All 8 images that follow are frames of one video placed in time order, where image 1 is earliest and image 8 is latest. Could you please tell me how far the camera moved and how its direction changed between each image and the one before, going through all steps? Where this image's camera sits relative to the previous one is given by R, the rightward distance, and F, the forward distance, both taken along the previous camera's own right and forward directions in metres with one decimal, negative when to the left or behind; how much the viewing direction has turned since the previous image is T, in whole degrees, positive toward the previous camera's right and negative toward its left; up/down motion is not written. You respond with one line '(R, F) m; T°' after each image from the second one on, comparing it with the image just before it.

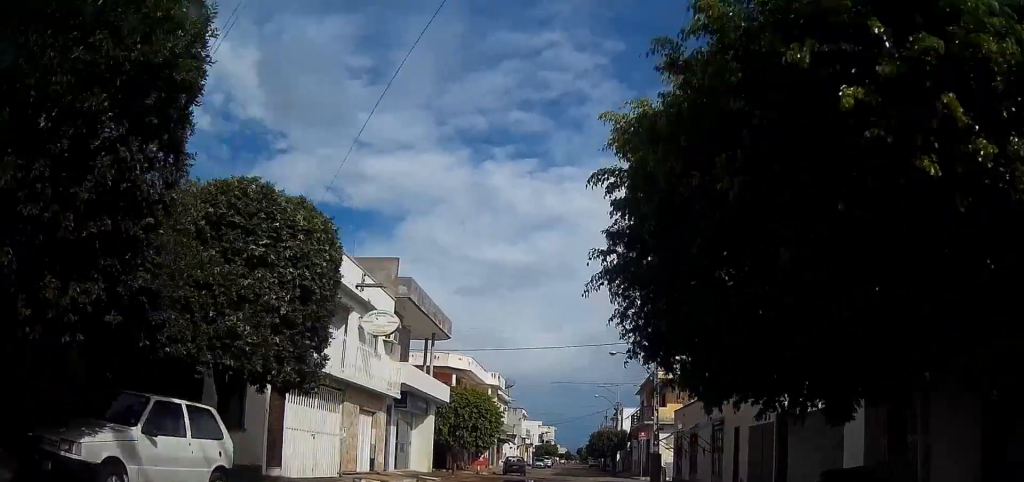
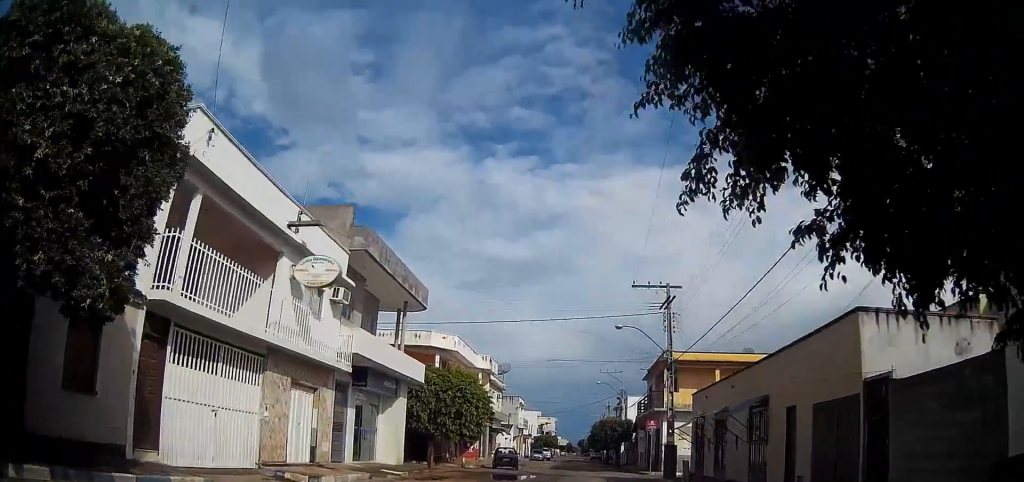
(0.0, +5.2) m; -1°
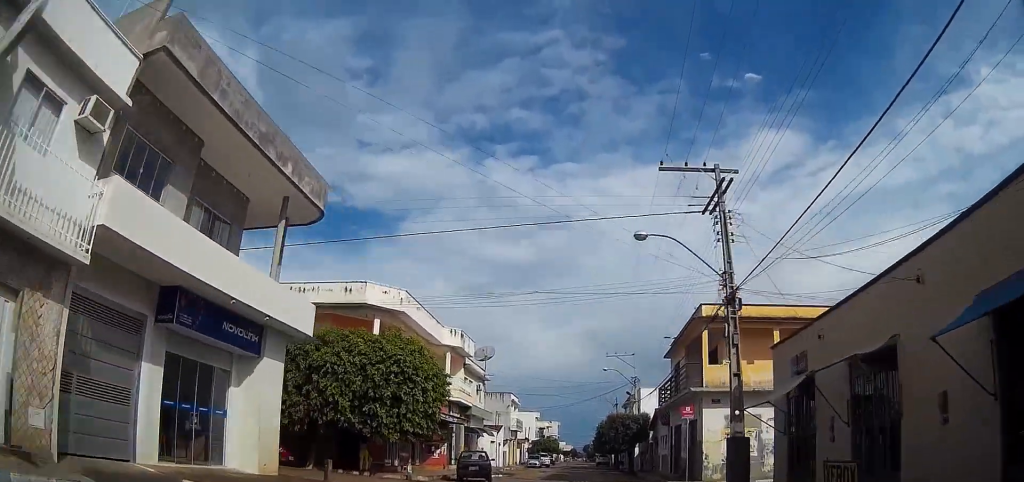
(-0.2, +11.6) m; 0°
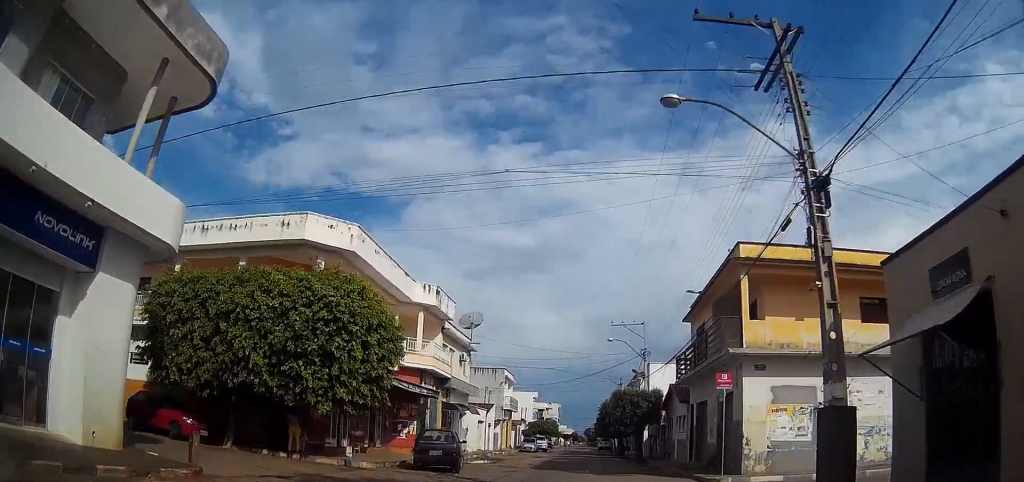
(+0.1, +6.7) m; +1°
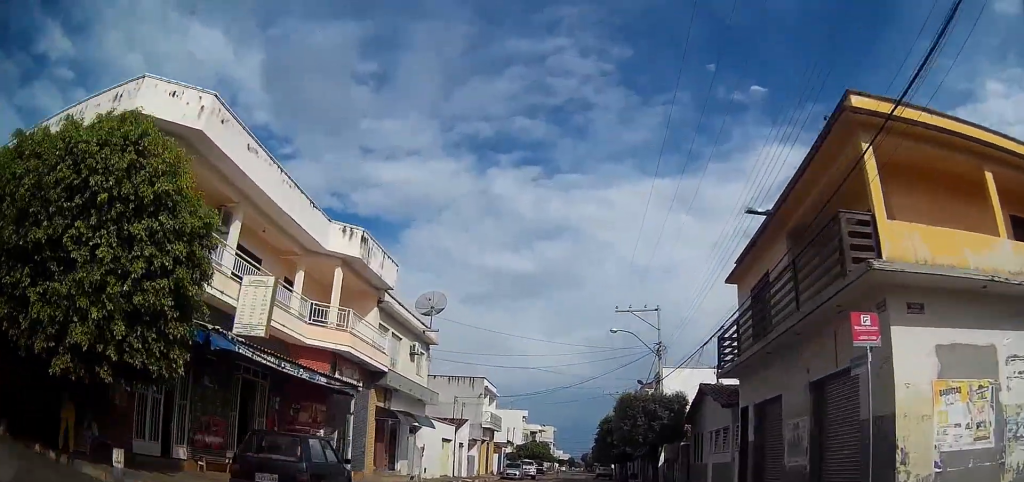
(+0.1, +10.5) m; +1°
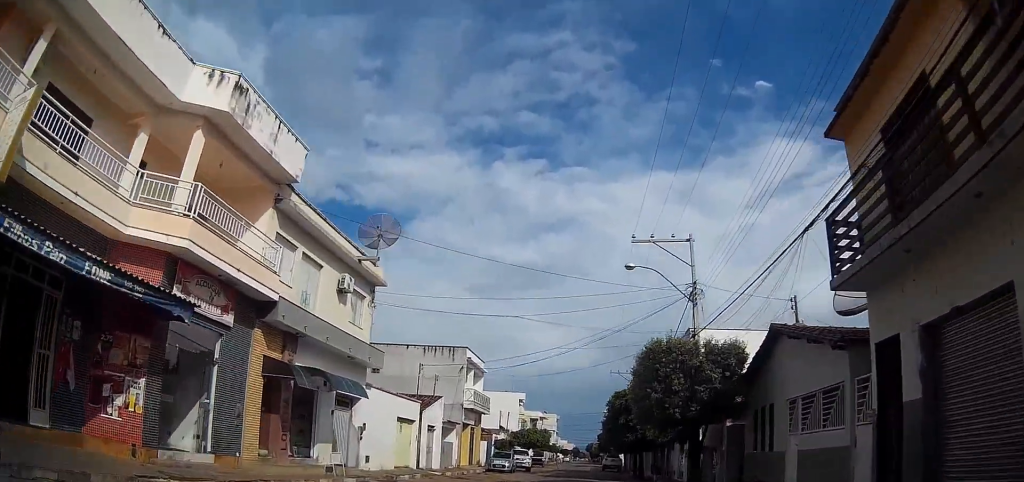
(0.0, +9.7) m; 0°
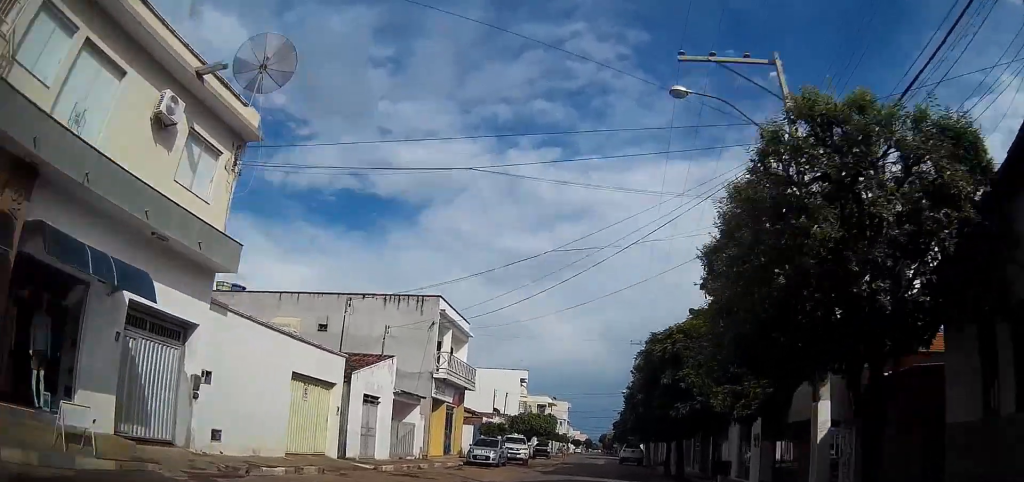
(-0.1, +10.9) m; -2°
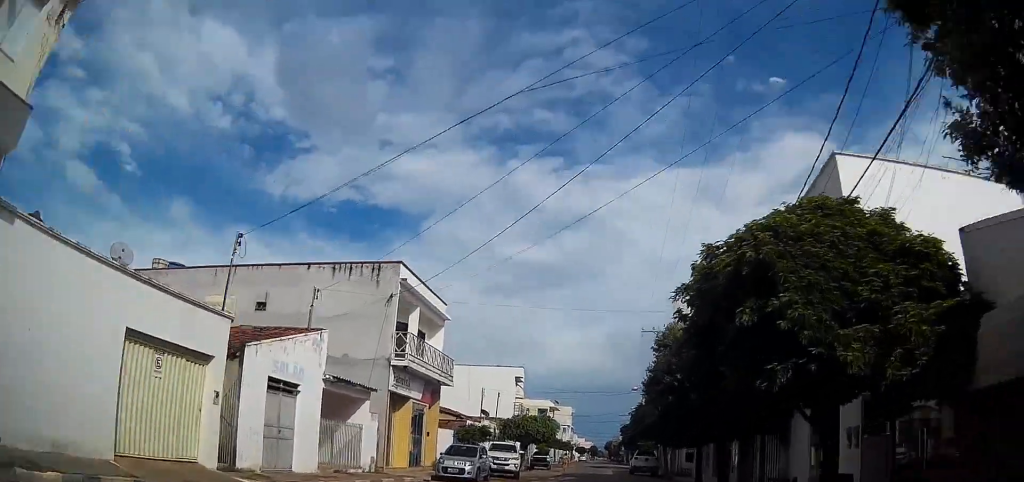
(-0.2, +7.1) m; -1°
